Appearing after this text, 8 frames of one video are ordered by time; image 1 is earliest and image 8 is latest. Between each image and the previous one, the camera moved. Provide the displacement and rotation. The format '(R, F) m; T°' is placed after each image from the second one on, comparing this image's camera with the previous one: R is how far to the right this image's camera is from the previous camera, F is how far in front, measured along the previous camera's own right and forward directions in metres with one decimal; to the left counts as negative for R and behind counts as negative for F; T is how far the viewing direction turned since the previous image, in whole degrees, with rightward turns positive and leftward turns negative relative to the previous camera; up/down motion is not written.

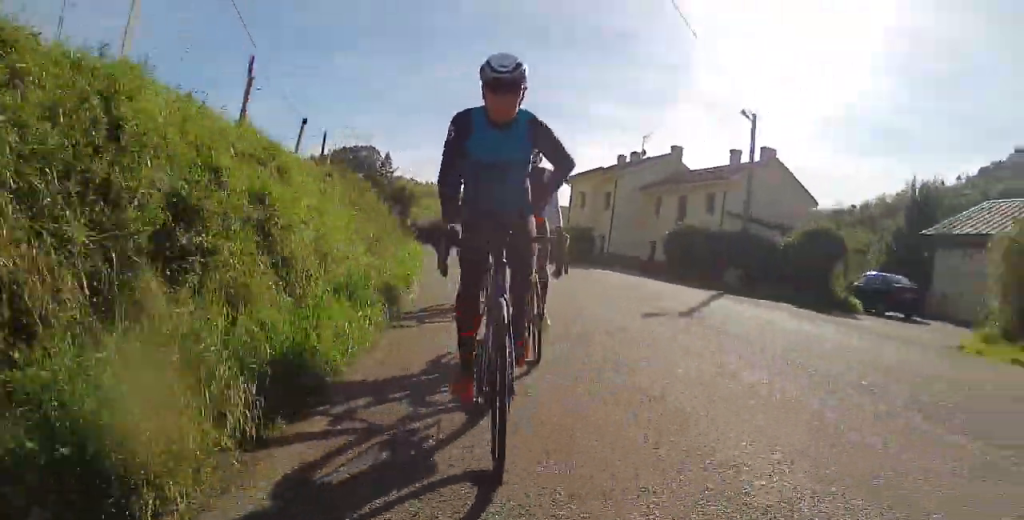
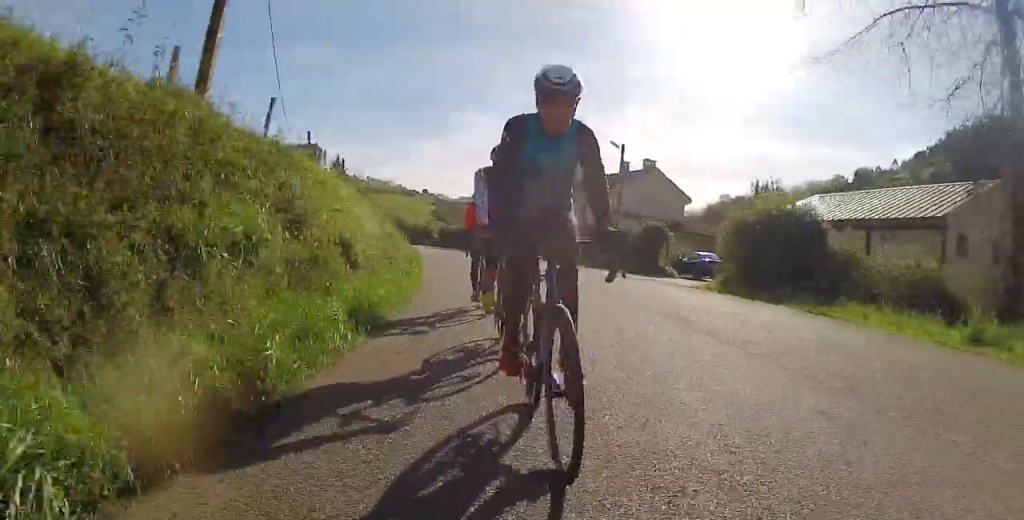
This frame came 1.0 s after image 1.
(+0.8, +11.5) m; +6°
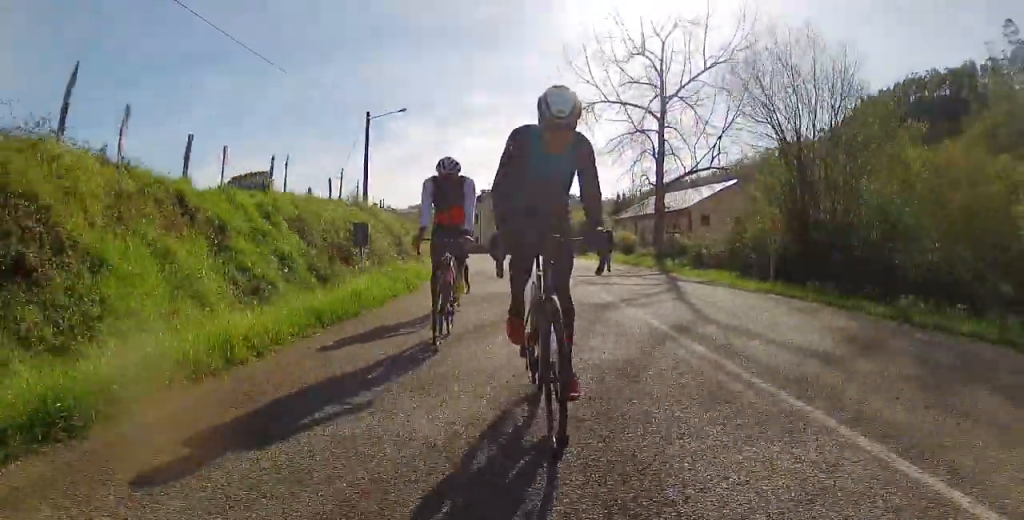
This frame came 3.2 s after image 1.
(+0.8, +25.1) m; +2°
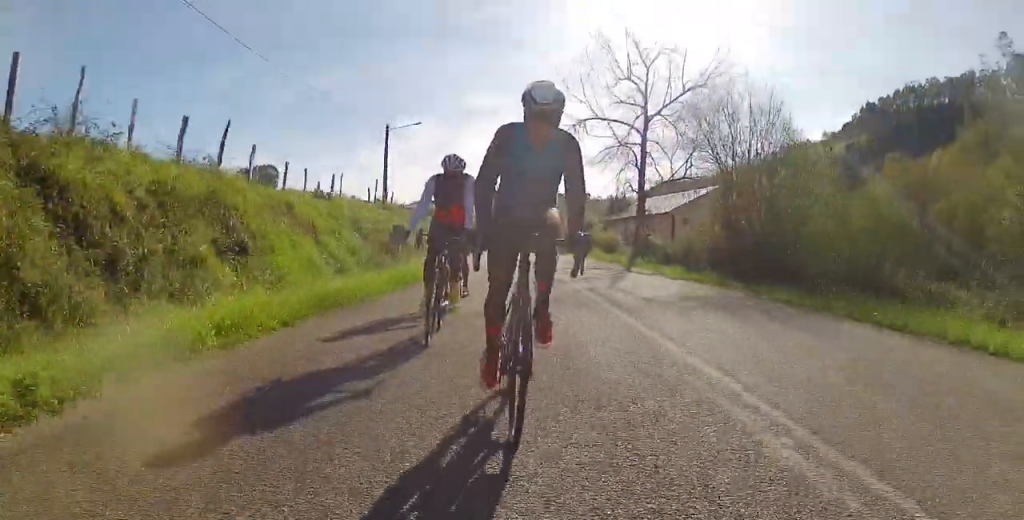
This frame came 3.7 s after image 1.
(0.0, +5.5) m; 0°
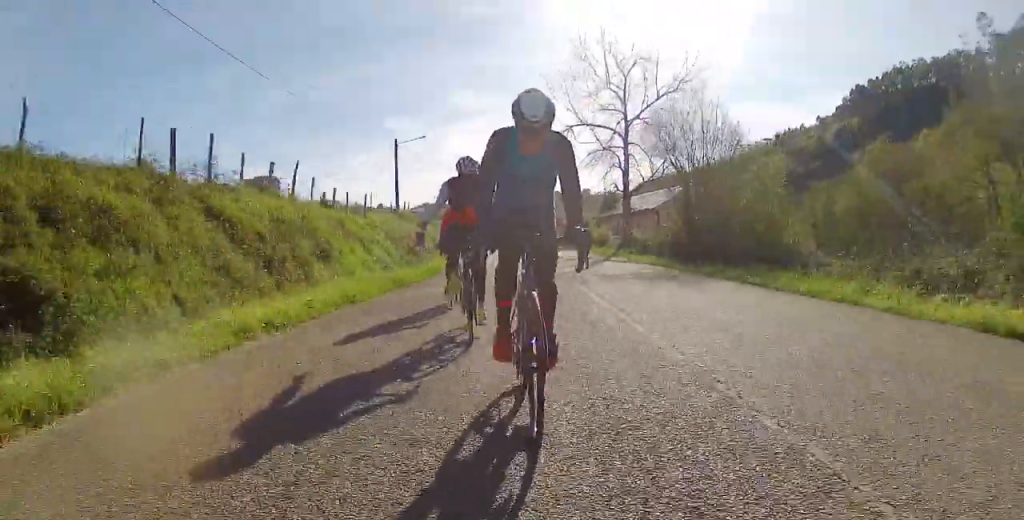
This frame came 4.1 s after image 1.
(0.0, +5.2) m; 0°
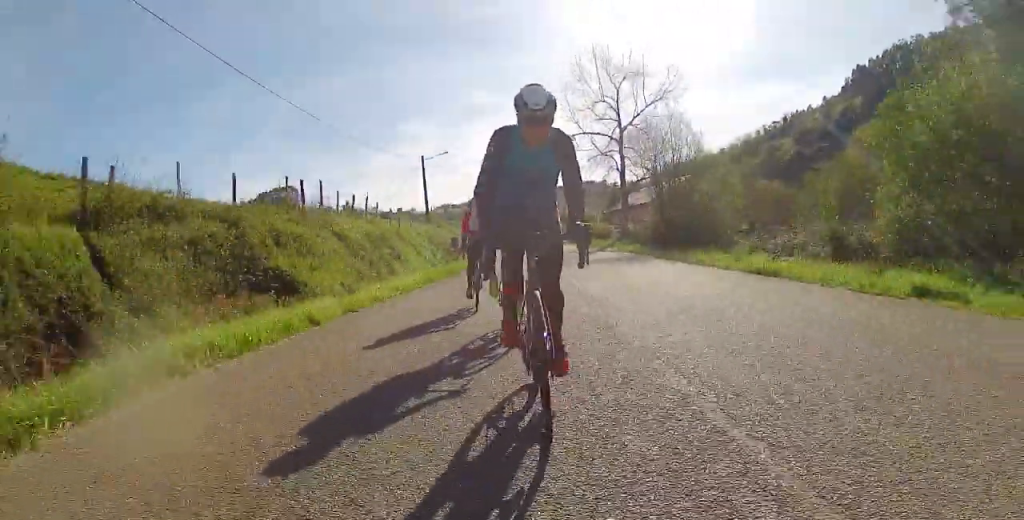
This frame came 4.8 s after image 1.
(0.0, +7.6) m; -1°
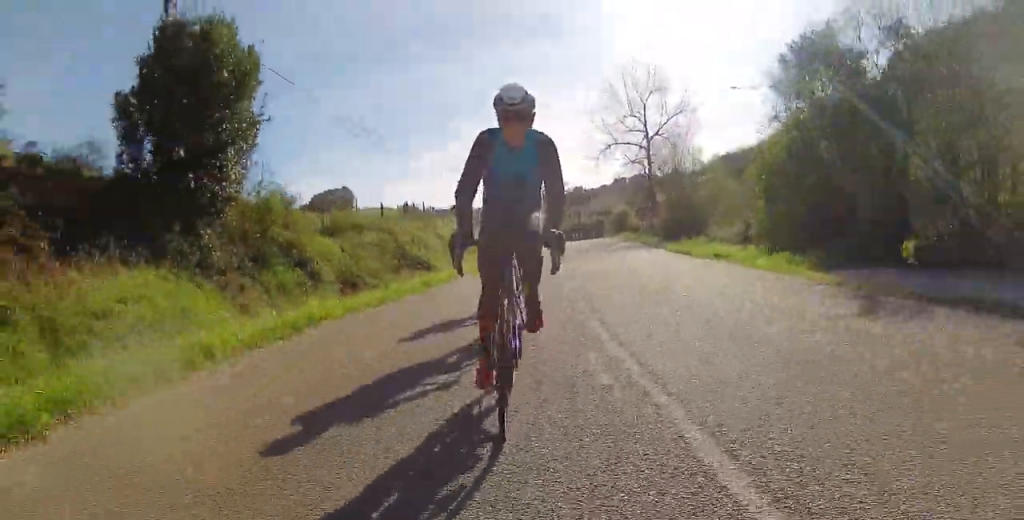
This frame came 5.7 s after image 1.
(+0.1, +10.8) m; -6°
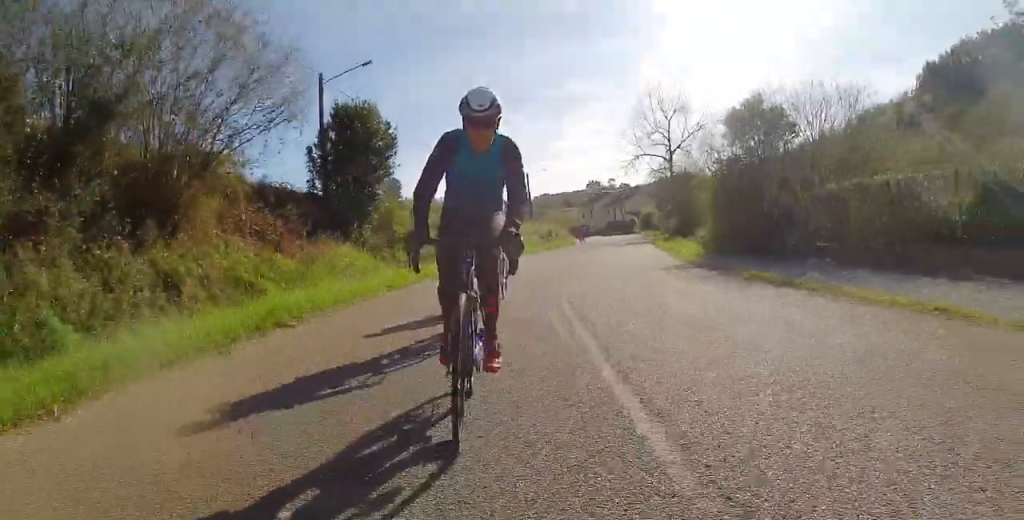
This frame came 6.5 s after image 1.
(-1.3, +10.2) m; -7°
